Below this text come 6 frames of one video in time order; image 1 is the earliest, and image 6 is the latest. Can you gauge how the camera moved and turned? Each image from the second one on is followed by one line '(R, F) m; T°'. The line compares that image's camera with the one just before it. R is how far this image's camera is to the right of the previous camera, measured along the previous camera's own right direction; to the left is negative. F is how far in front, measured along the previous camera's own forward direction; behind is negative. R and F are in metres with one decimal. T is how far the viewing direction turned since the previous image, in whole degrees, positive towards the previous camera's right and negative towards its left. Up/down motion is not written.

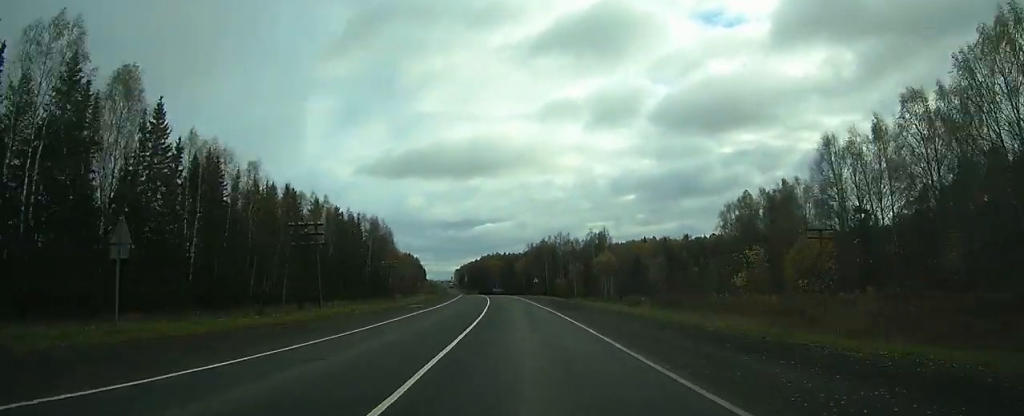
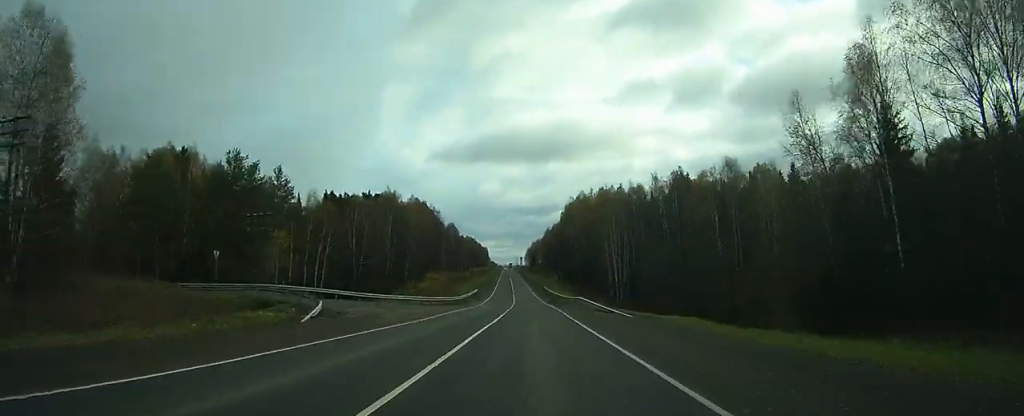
(-16.7, +212.7) m; -7°
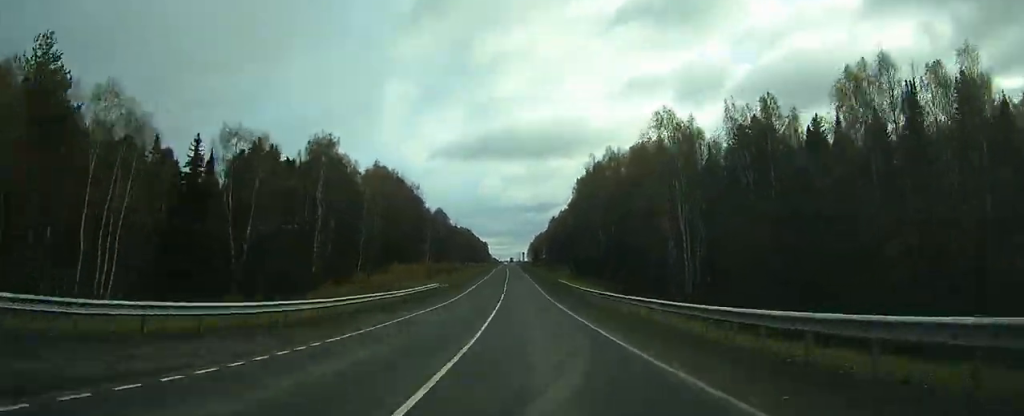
(-0.3, +47.9) m; -1°
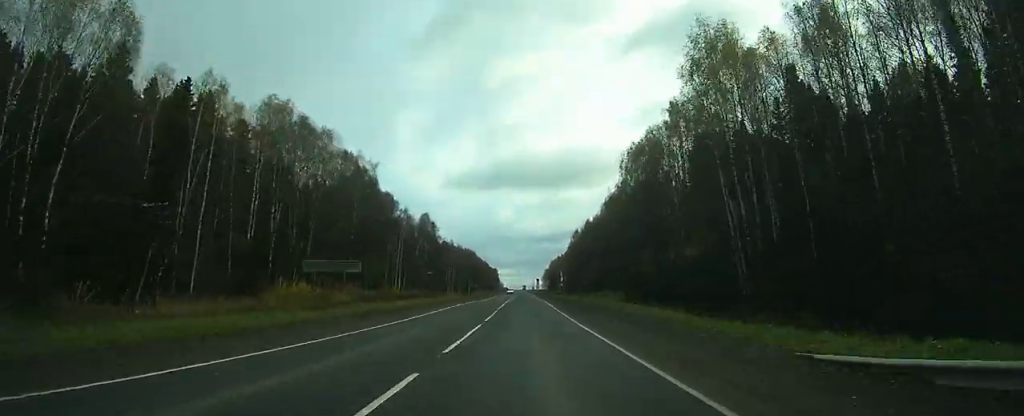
(-0.3, +64.9) m; -1°
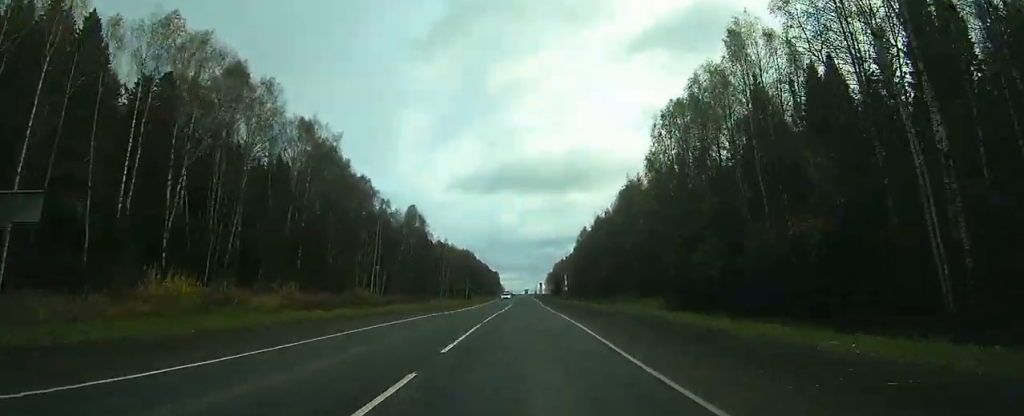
(-0.2, +23.9) m; -1°
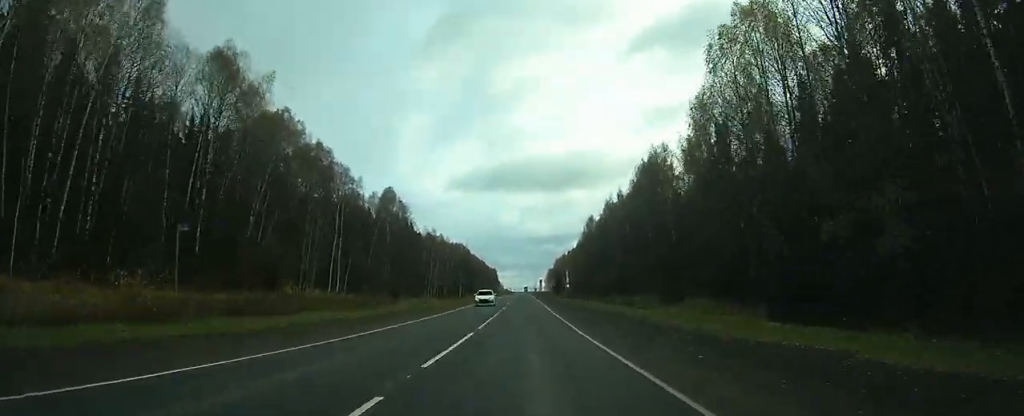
(0.0, +25.6) m; -1°
